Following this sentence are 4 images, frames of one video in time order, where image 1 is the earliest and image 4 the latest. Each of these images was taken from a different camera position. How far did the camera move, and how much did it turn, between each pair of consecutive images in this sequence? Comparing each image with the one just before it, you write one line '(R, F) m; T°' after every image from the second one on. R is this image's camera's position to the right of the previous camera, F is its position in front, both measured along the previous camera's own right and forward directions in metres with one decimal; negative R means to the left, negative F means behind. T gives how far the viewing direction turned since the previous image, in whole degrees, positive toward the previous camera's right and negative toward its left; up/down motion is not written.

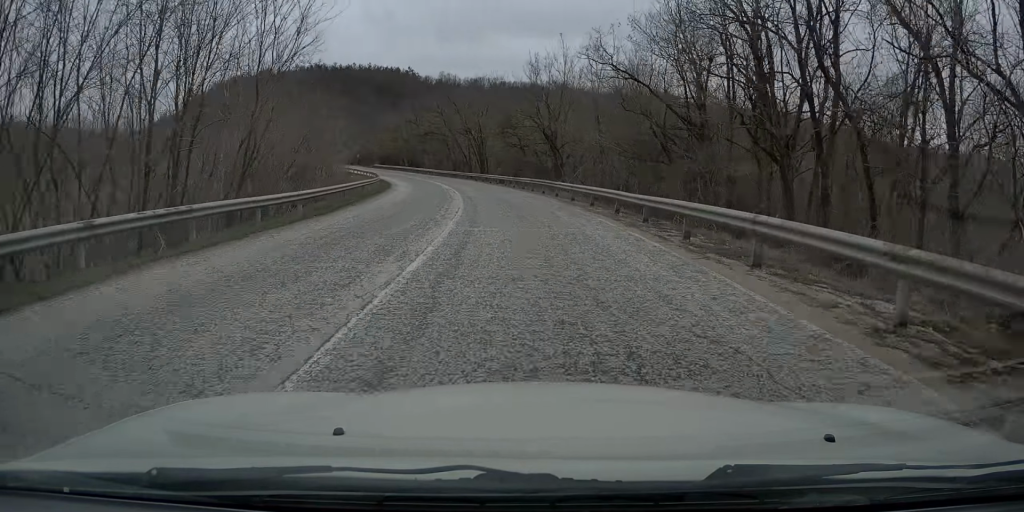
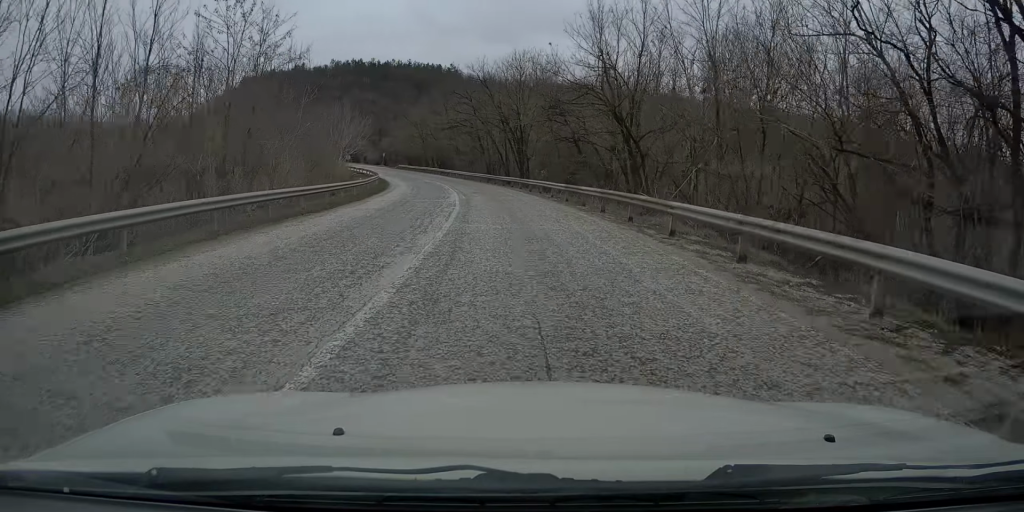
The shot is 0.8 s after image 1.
(-0.7, +18.1) m; -4°
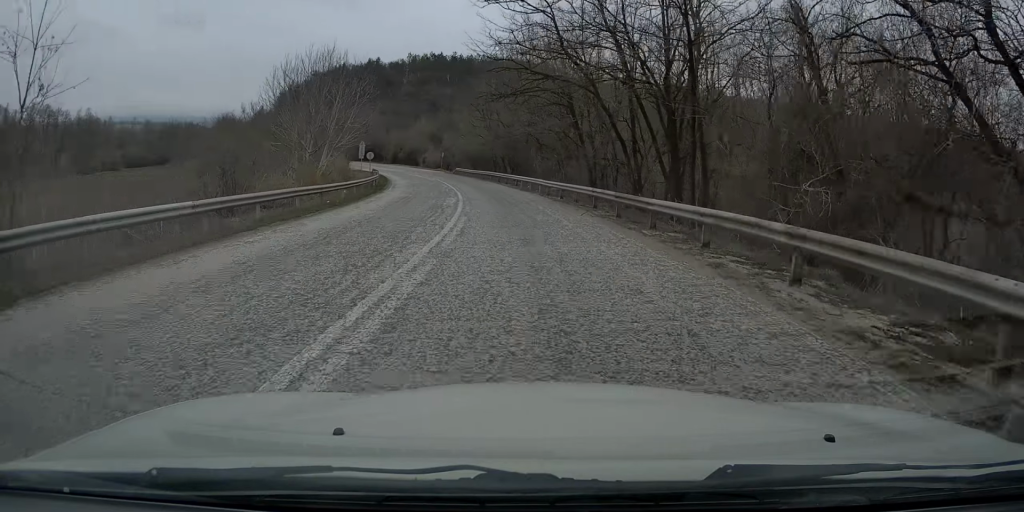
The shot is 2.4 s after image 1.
(-2.6, +35.4) m; -9°
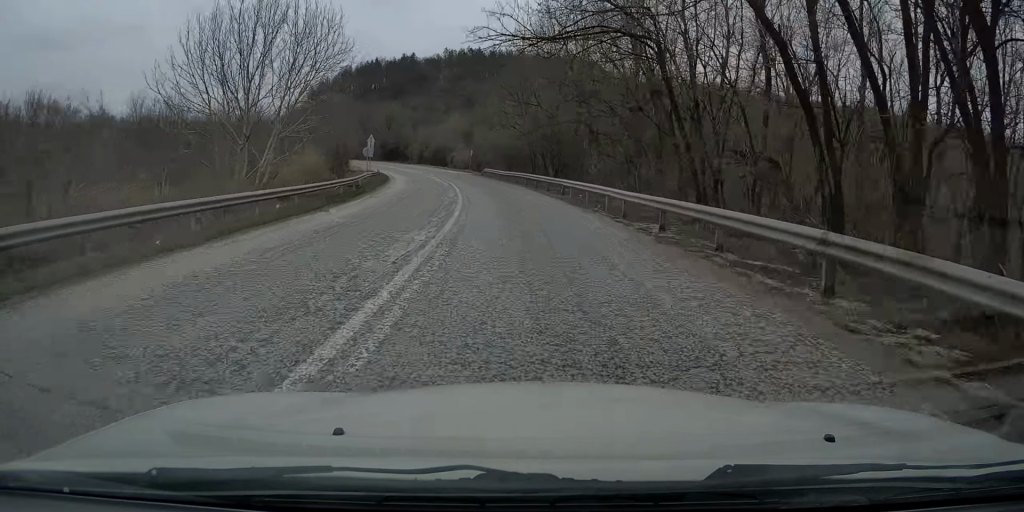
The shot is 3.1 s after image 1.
(-0.5, +15.8) m; -3°
